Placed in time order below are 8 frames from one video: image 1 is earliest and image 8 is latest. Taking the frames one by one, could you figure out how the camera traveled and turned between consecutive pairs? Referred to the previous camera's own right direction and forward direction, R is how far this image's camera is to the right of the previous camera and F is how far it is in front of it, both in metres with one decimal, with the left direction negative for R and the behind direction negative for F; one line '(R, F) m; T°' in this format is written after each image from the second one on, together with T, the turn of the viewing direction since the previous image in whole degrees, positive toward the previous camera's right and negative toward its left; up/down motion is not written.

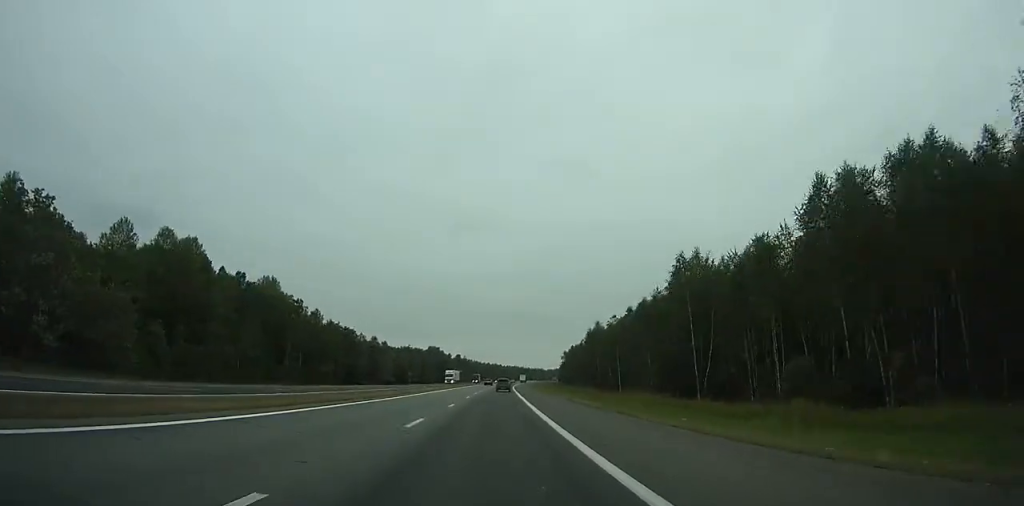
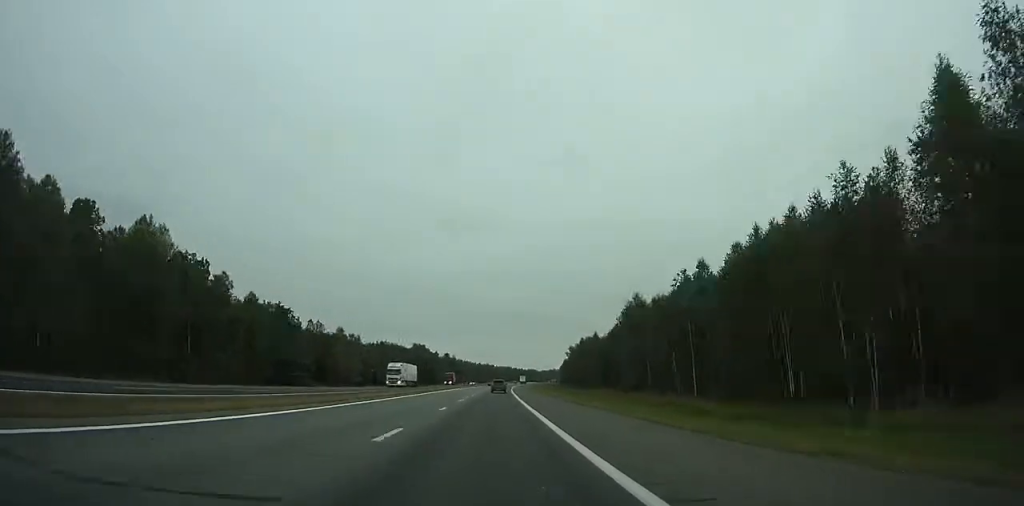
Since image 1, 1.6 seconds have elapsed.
(0.0, +38.9) m; +1°
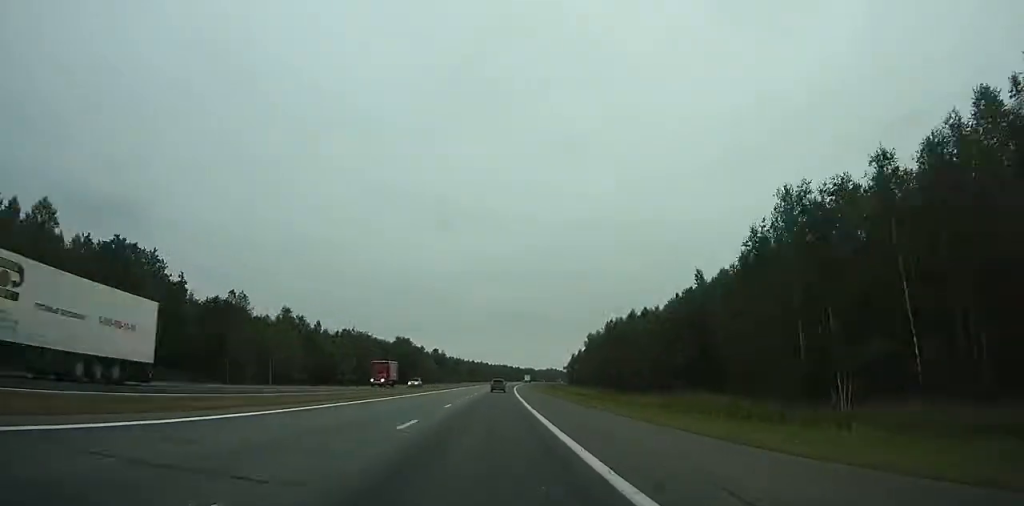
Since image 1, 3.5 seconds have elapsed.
(+0.6, +45.6) m; +1°
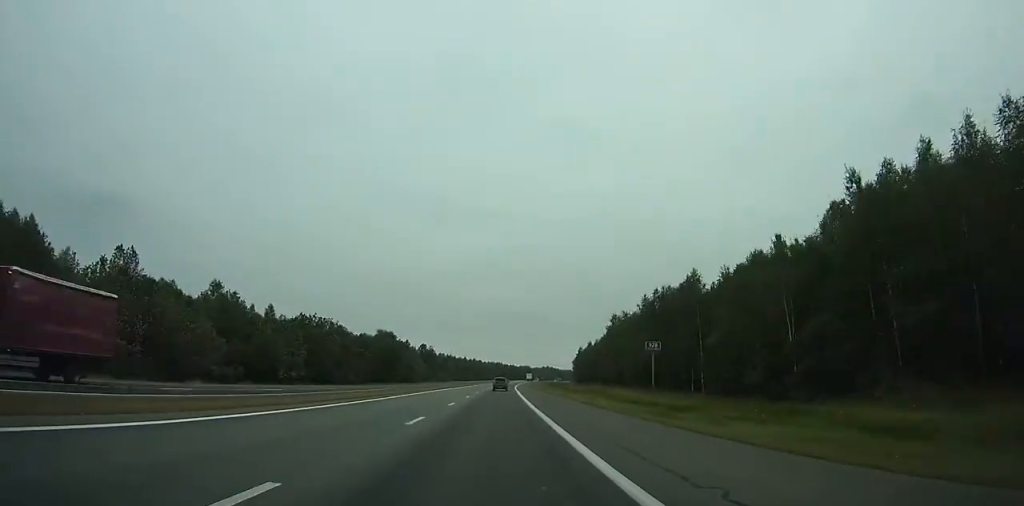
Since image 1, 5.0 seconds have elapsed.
(+0.1, +35.9) m; +1°
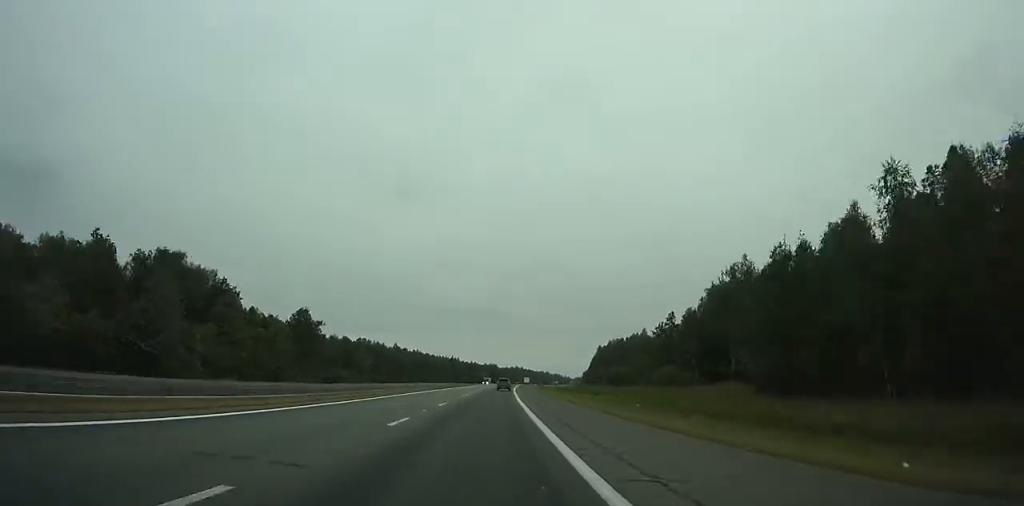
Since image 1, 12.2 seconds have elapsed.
(+4.2, +168.4) m; +3°
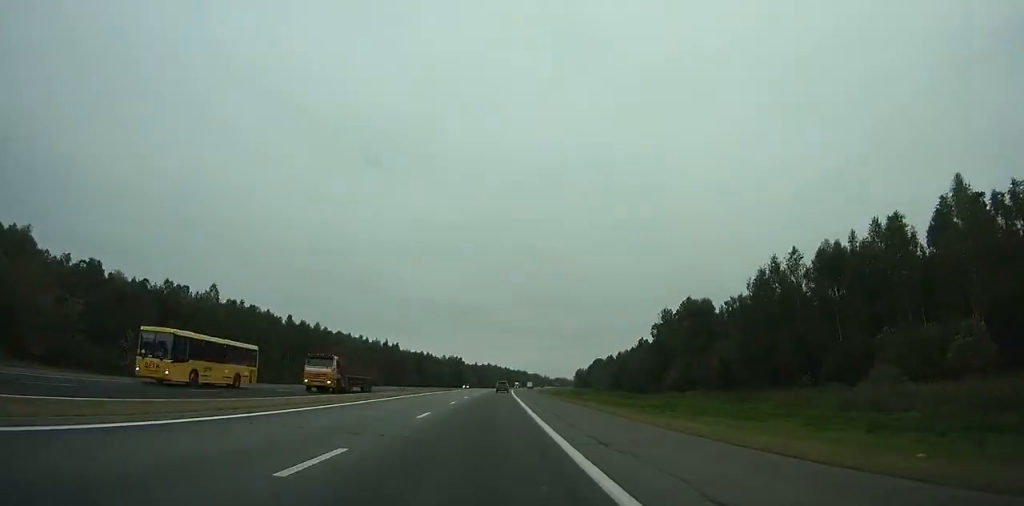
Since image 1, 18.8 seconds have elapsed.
(+4.6, +151.6) m; +3°
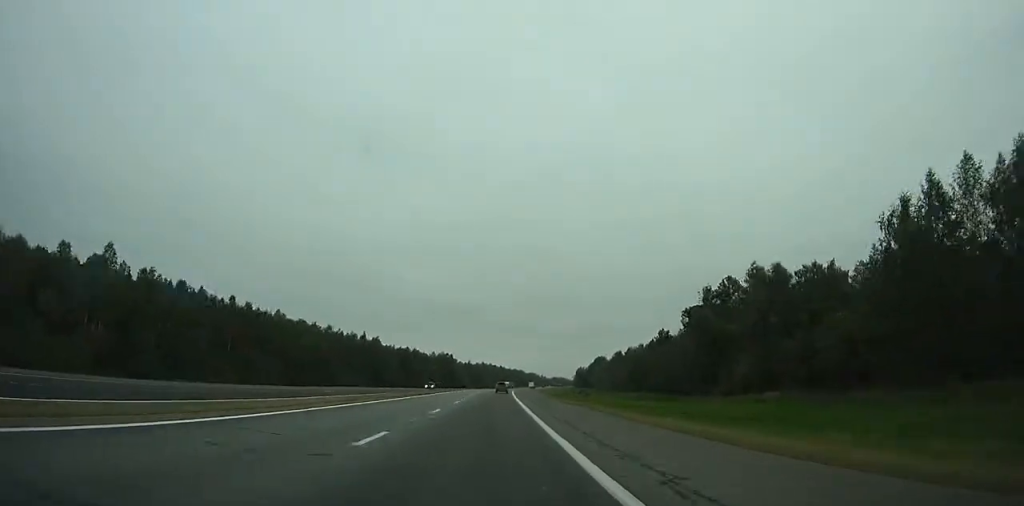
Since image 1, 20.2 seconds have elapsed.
(+0.2, +32.1) m; +1°
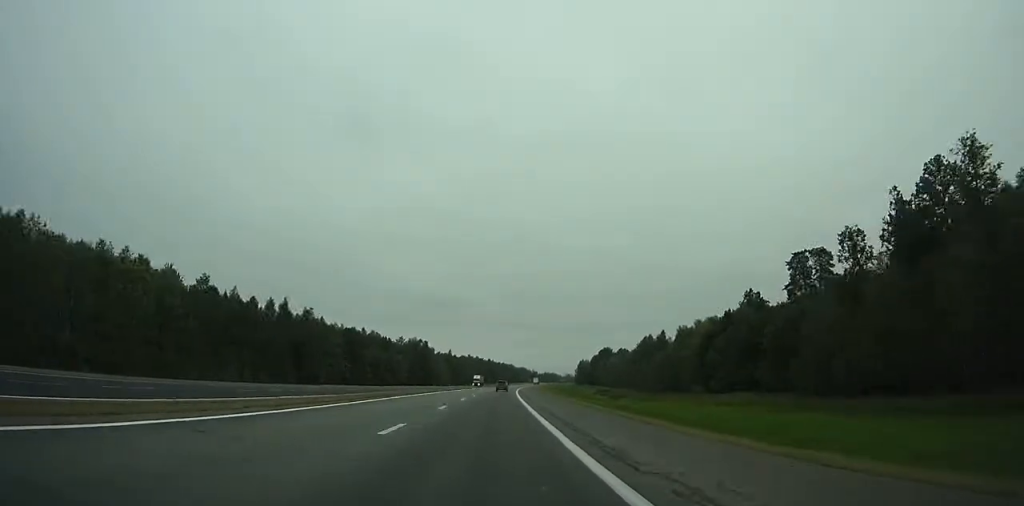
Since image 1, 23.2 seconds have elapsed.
(+0.5, +69.1) m; +1°
